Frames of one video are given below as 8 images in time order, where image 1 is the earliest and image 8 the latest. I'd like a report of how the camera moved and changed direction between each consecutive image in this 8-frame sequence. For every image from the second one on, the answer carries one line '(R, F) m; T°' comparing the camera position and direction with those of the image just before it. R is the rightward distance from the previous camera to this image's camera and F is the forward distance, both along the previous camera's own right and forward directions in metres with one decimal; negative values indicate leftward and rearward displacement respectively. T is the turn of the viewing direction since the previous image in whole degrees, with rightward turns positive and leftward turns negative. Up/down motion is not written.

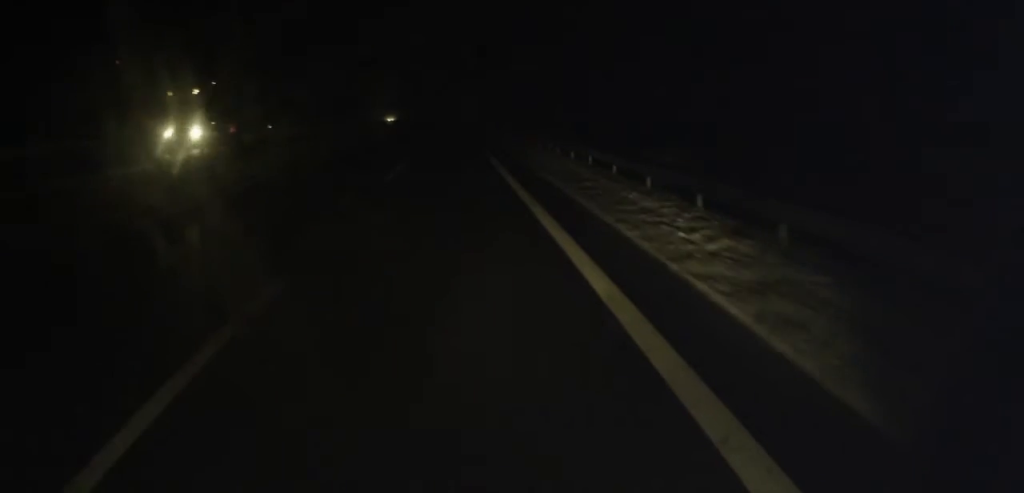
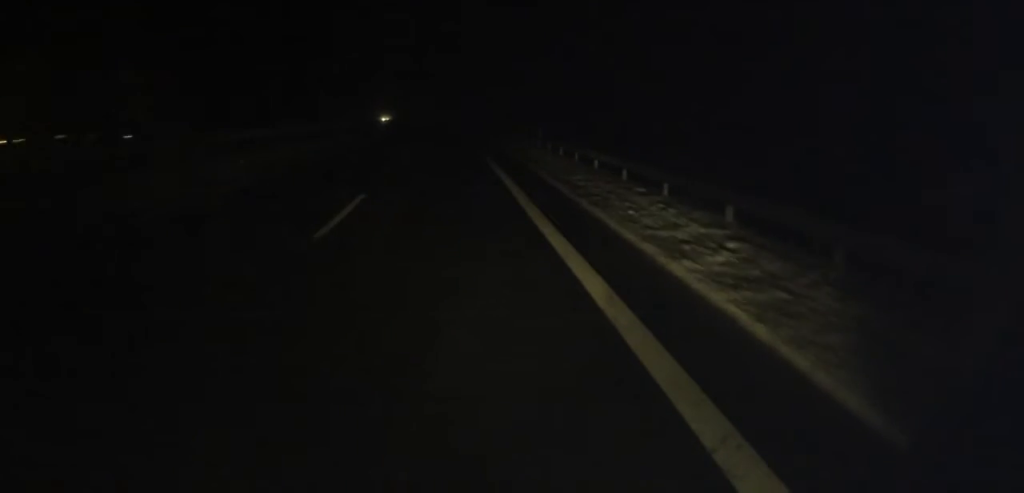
(0.0, +9.9) m; +1°
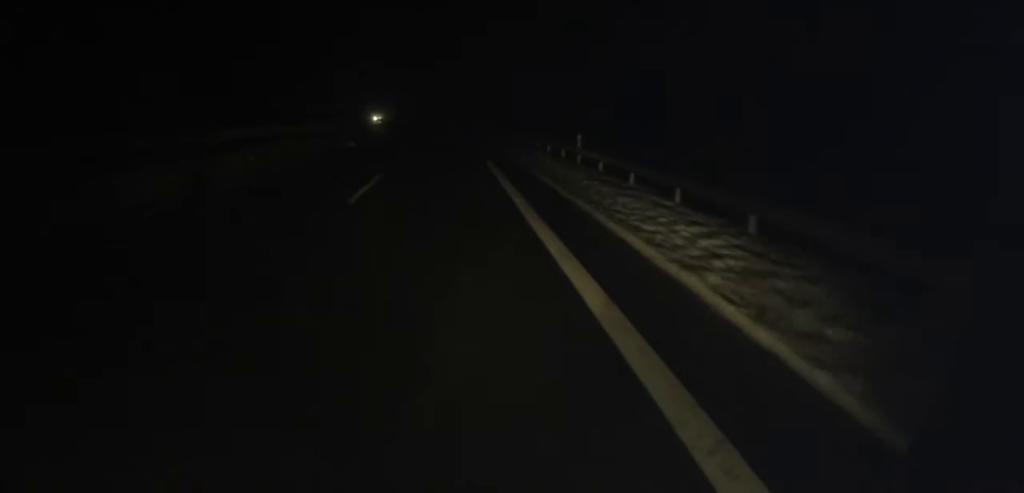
(+0.3, +13.3) m; +1°
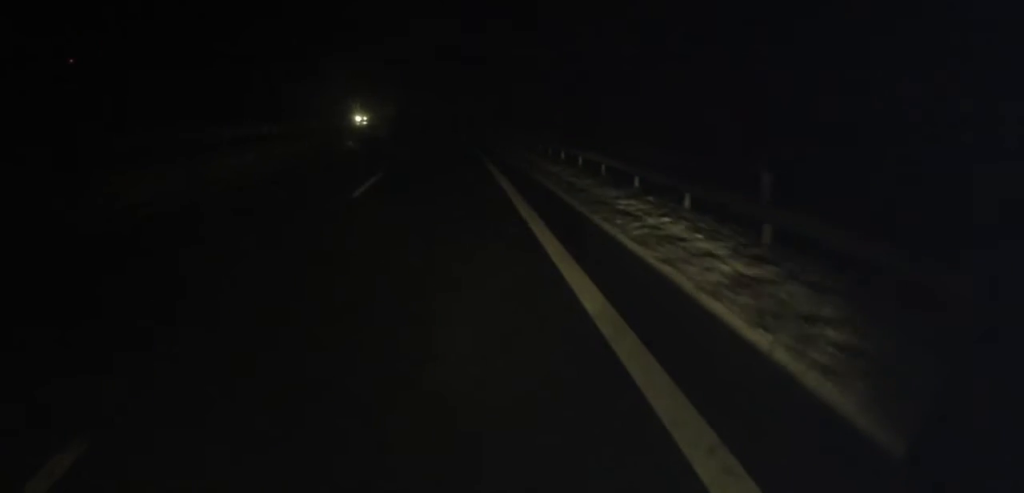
(-0.1, +16.7) m; -2°
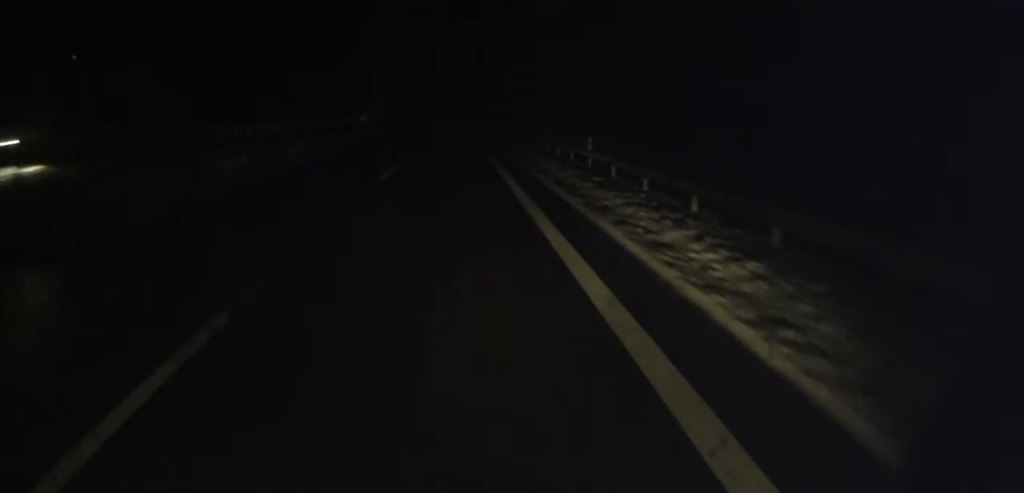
(+0.1, +32.1) m; 0°
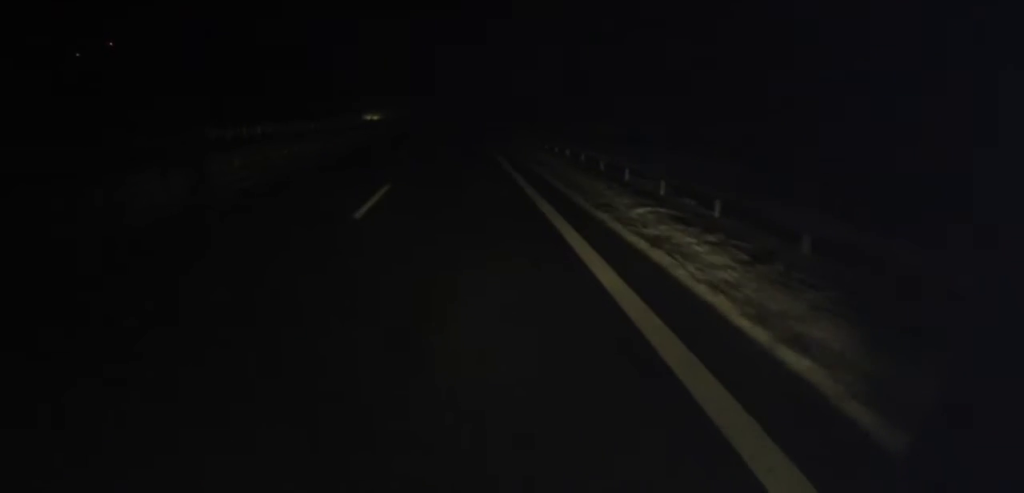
(-0.8, +24.1) m; -2°
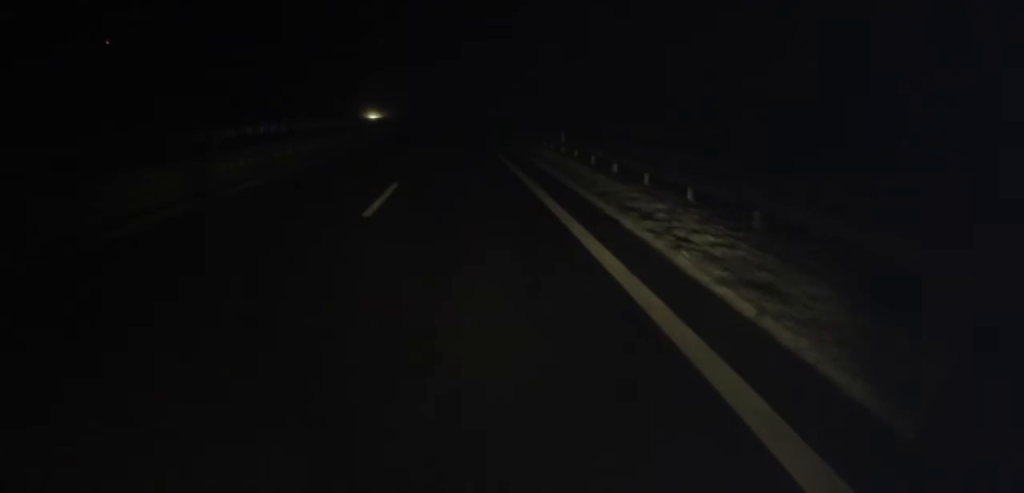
(0.0, +17.7) m; 0°
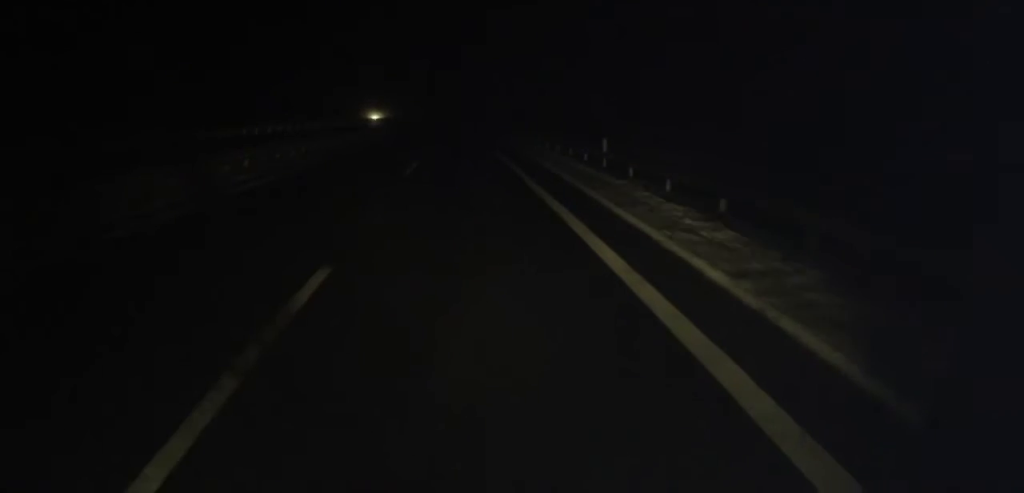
(0.0, +10.0) m; 0°
